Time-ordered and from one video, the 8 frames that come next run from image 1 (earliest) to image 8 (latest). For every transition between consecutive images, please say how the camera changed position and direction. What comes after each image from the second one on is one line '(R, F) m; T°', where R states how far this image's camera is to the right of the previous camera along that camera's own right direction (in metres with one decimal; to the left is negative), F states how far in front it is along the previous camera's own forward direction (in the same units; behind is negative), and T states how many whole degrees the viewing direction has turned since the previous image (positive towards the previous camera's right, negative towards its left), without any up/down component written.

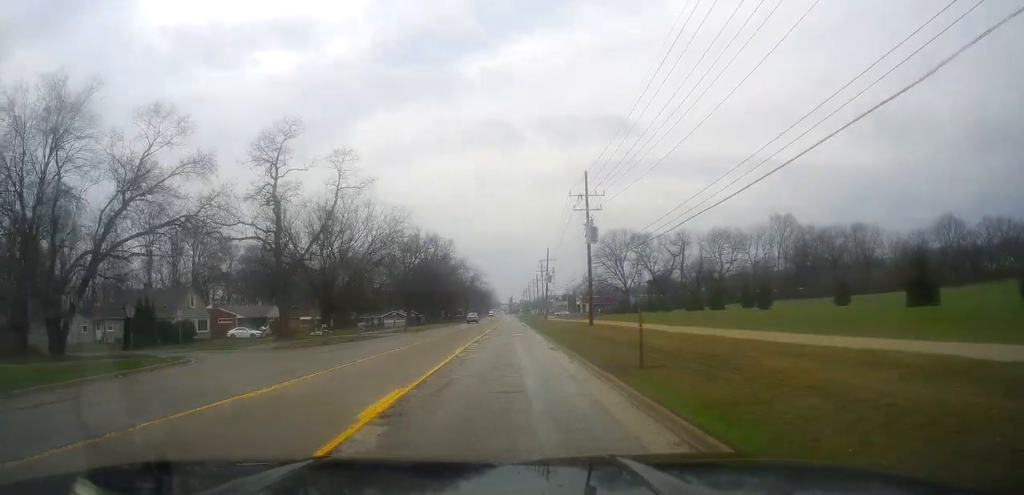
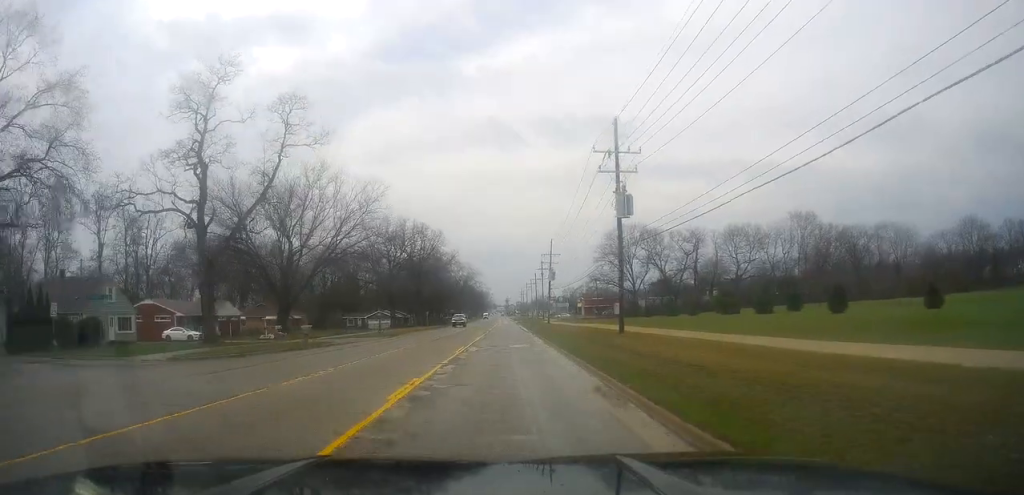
(-0.4, +14.1) m; 0°
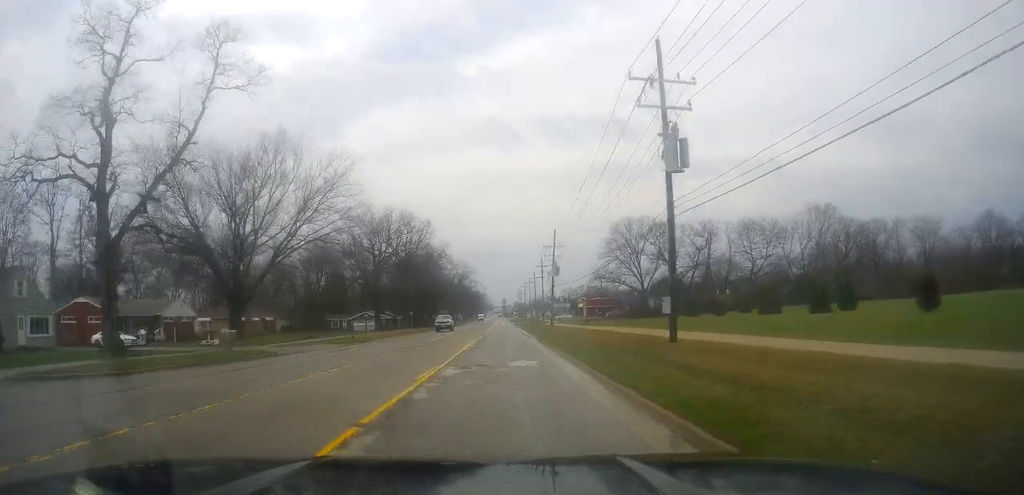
(+0.2, +11.3) m; 0°
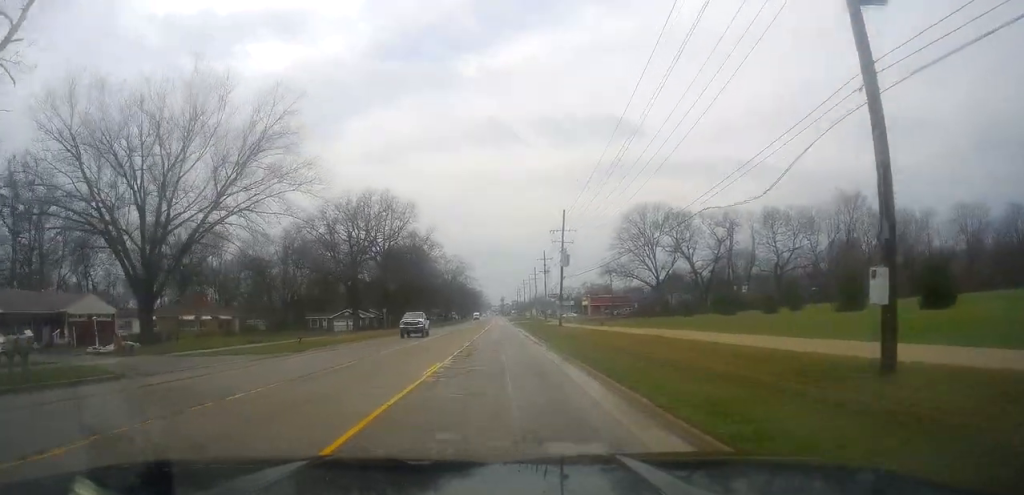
(+0.1, +14.4) m; 0°
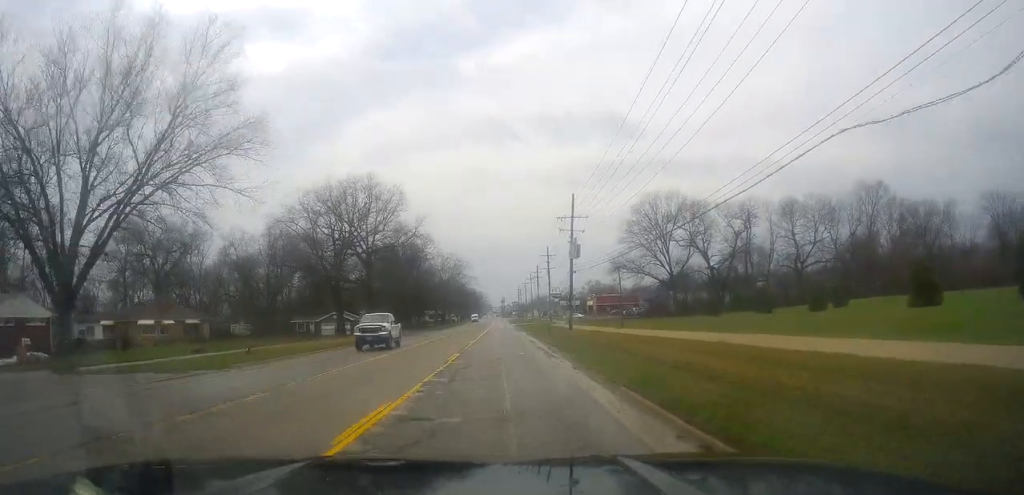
(-0.3, +9.0) m; 0°
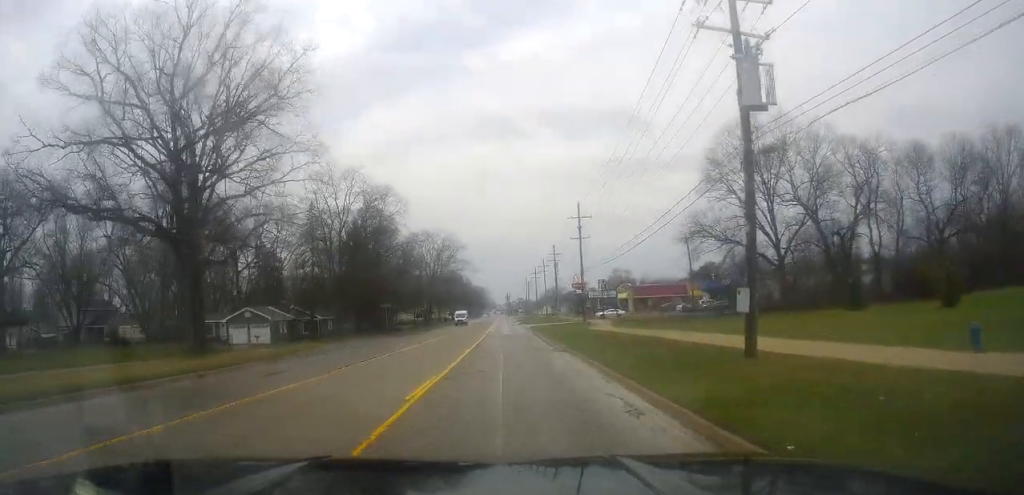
(0.0, +40.5) m; 0°
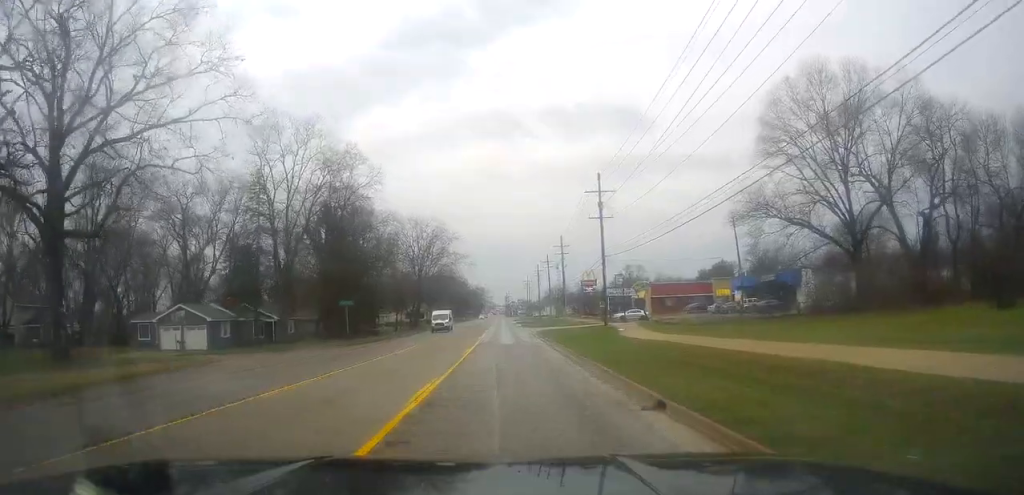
(+0.5, +15.7) m; 0°
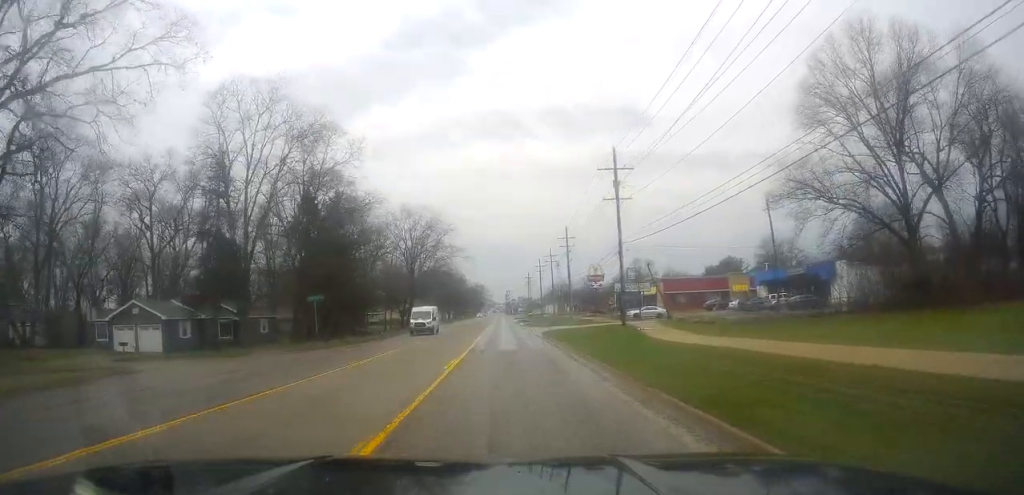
(-0.2, +8.2) m; 0°
